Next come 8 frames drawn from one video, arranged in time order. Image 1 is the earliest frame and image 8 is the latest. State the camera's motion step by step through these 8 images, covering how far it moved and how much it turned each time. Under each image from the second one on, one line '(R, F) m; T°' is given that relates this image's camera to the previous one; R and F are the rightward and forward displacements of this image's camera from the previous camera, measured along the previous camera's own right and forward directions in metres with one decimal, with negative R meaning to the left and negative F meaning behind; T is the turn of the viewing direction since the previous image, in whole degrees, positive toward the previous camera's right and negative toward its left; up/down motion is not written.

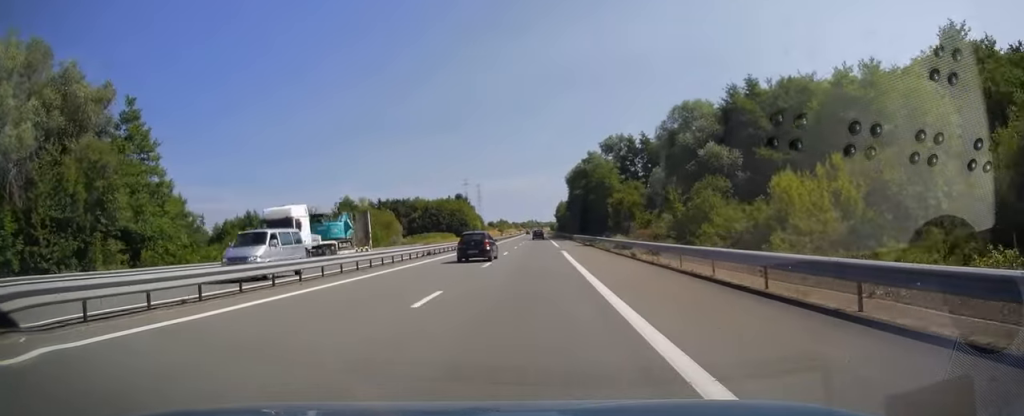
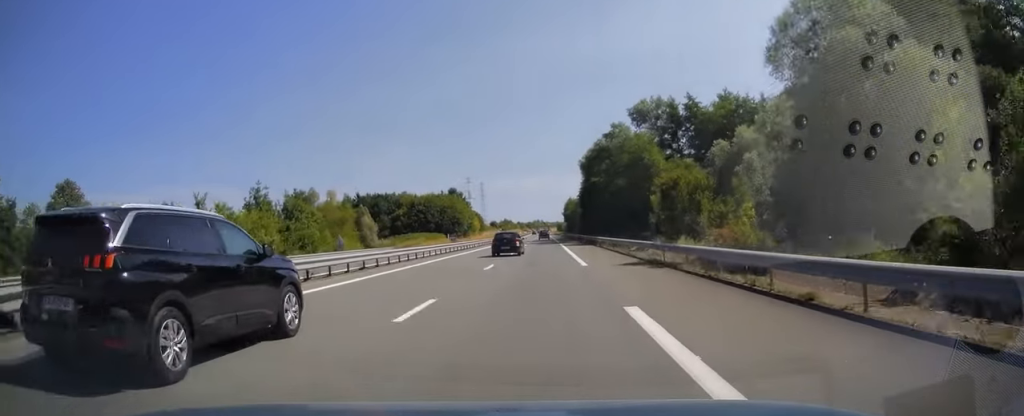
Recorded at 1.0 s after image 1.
(-0.3, +28.1) m; -1°
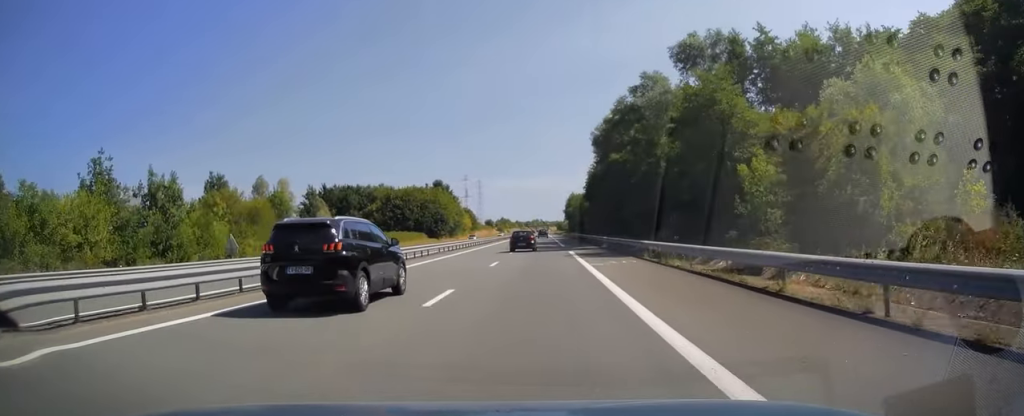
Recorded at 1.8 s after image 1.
(-0.1, +24.6) m; 0°
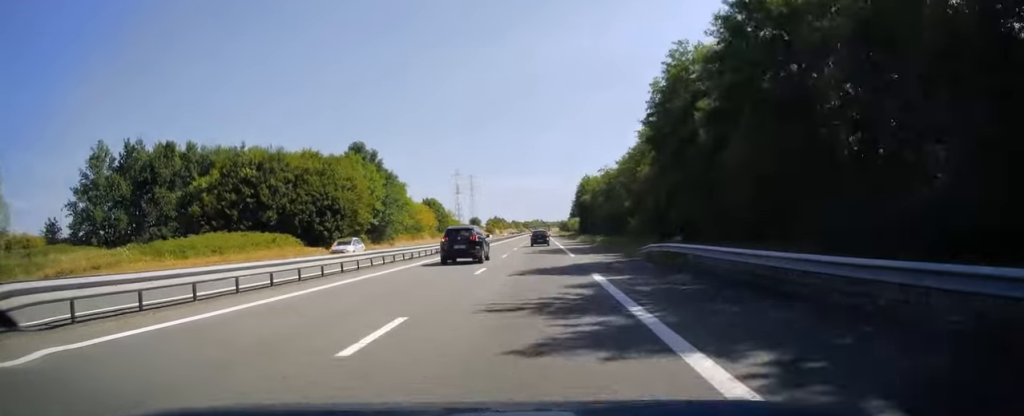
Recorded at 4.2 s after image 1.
(+0.4, +70.0) m; 0°
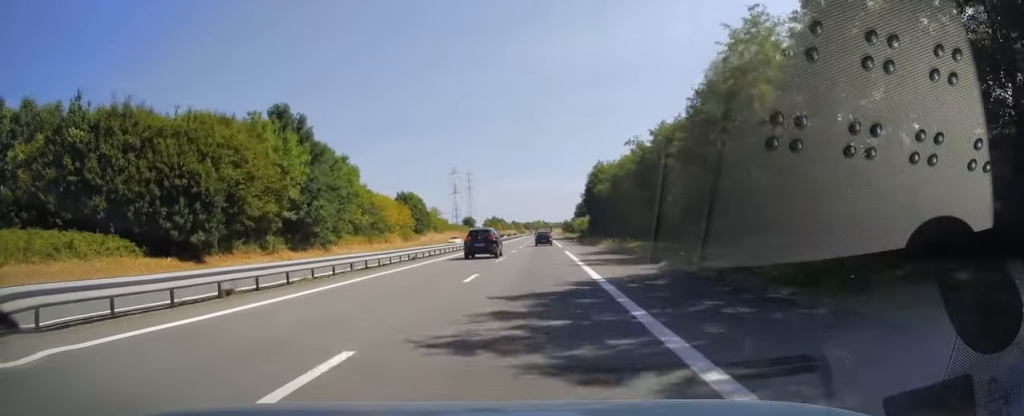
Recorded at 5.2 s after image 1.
(0.0, +28.9) m; 0°
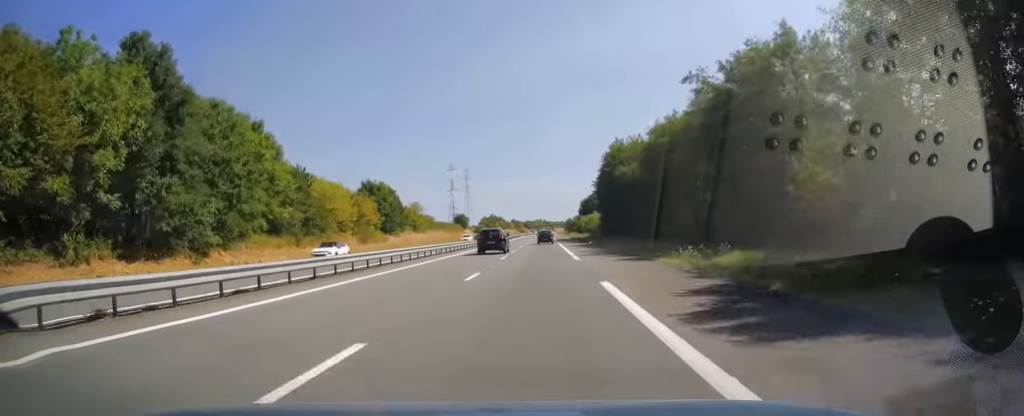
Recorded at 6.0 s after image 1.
(0.0, +25.9) m; 0°
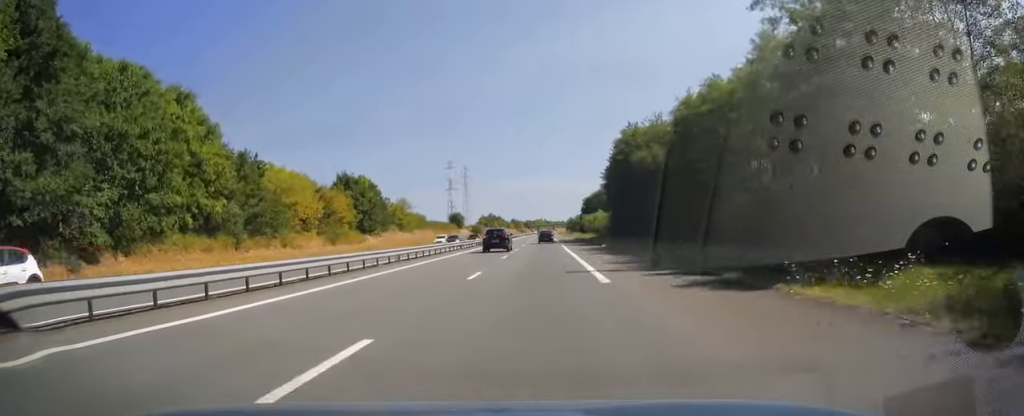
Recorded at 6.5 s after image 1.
(+0.1, +12.8) m; 0°
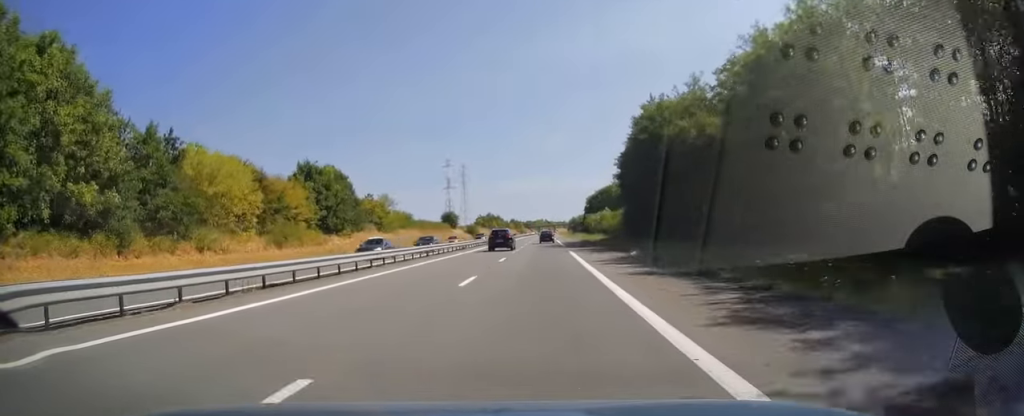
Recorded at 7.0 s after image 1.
(-0.2, +15.2) m; 0°
